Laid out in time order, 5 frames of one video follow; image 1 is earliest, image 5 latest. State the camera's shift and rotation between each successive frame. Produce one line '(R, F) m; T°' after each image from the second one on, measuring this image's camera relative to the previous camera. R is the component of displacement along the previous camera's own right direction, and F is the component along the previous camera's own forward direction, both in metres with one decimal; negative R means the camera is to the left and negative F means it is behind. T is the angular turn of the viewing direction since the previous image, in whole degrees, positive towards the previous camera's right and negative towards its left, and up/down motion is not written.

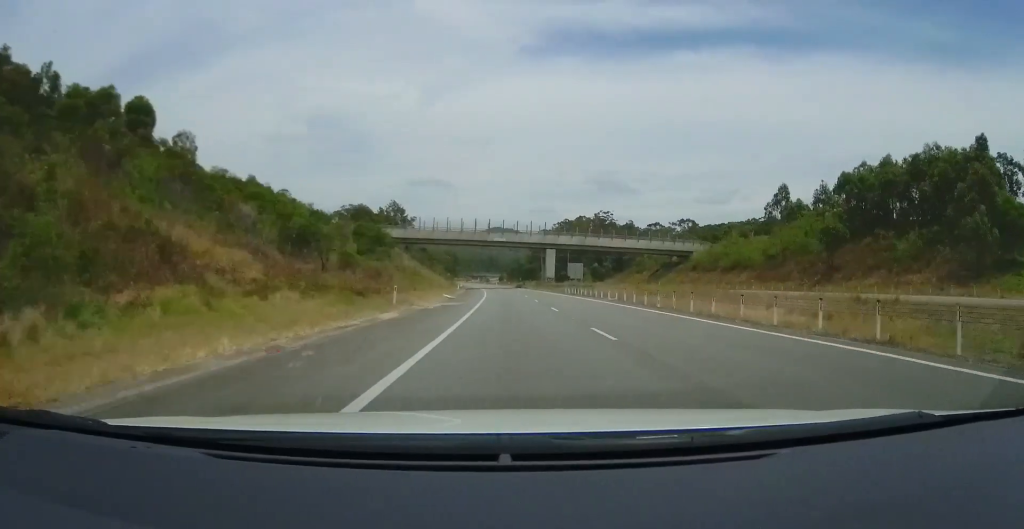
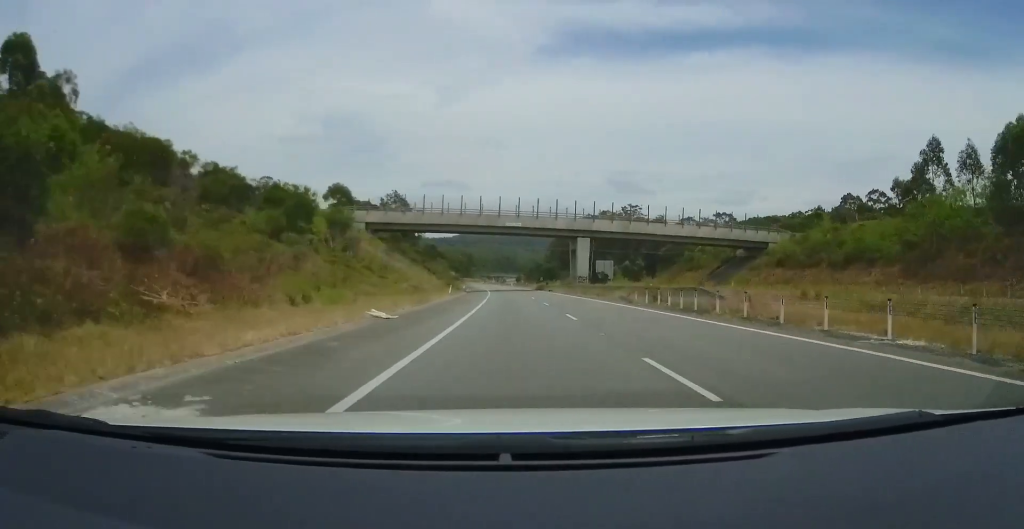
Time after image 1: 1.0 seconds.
(+0.2, +29.6) m; 0°
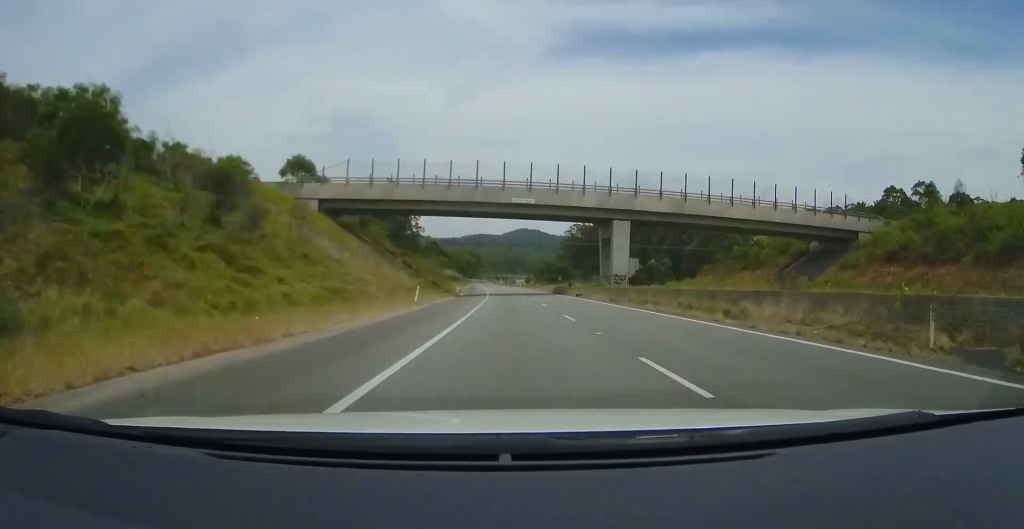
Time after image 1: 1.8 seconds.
(+0.1, +23.7) m; -2°
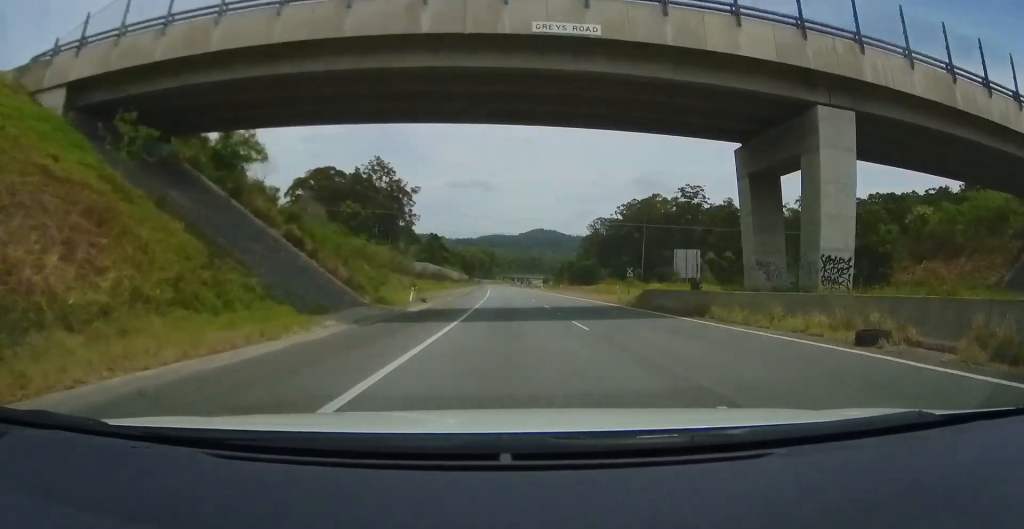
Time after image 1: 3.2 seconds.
(-1.2, +40.4) m; -2°
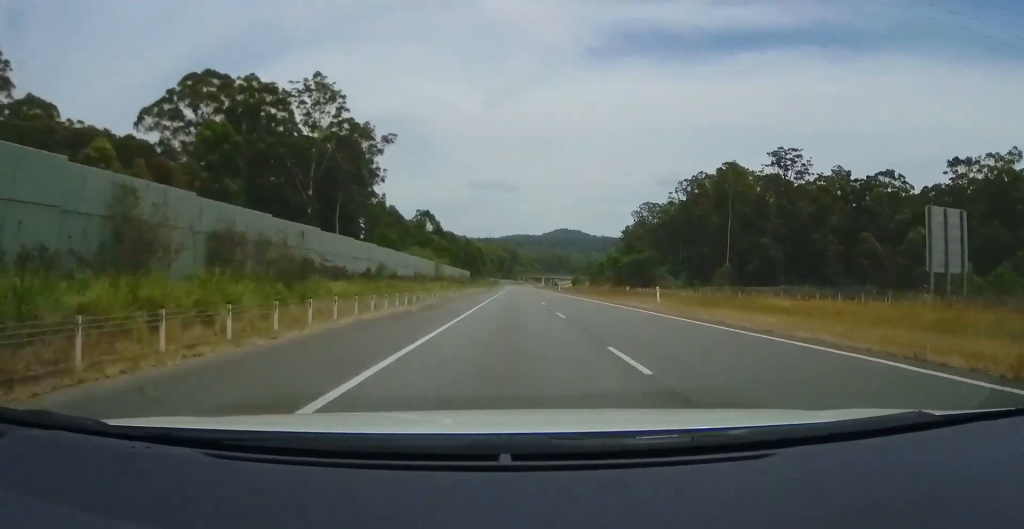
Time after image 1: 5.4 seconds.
(-1.6, +66.3) m; -3°
